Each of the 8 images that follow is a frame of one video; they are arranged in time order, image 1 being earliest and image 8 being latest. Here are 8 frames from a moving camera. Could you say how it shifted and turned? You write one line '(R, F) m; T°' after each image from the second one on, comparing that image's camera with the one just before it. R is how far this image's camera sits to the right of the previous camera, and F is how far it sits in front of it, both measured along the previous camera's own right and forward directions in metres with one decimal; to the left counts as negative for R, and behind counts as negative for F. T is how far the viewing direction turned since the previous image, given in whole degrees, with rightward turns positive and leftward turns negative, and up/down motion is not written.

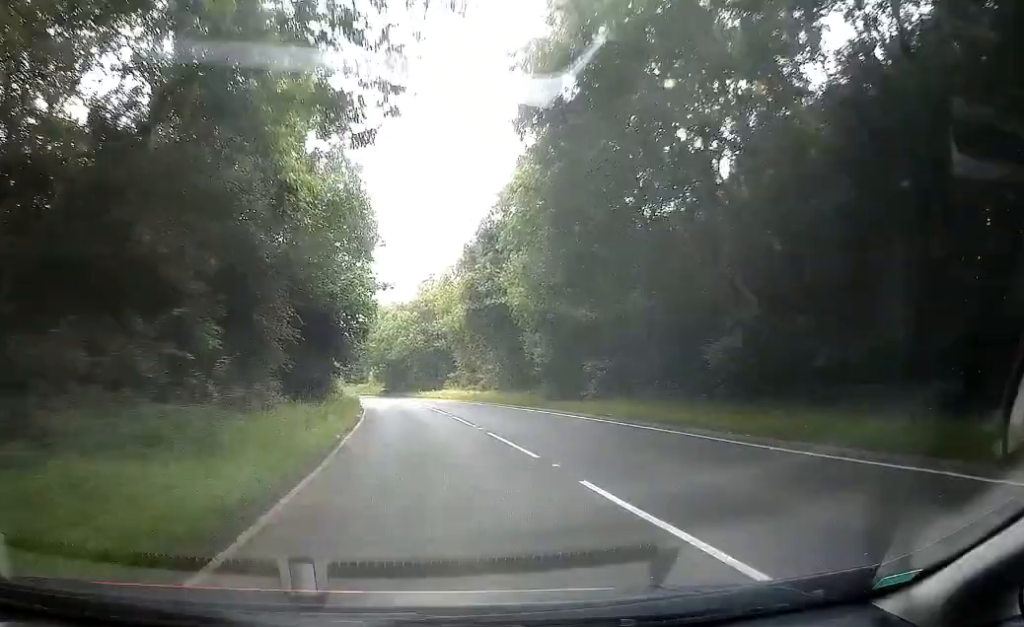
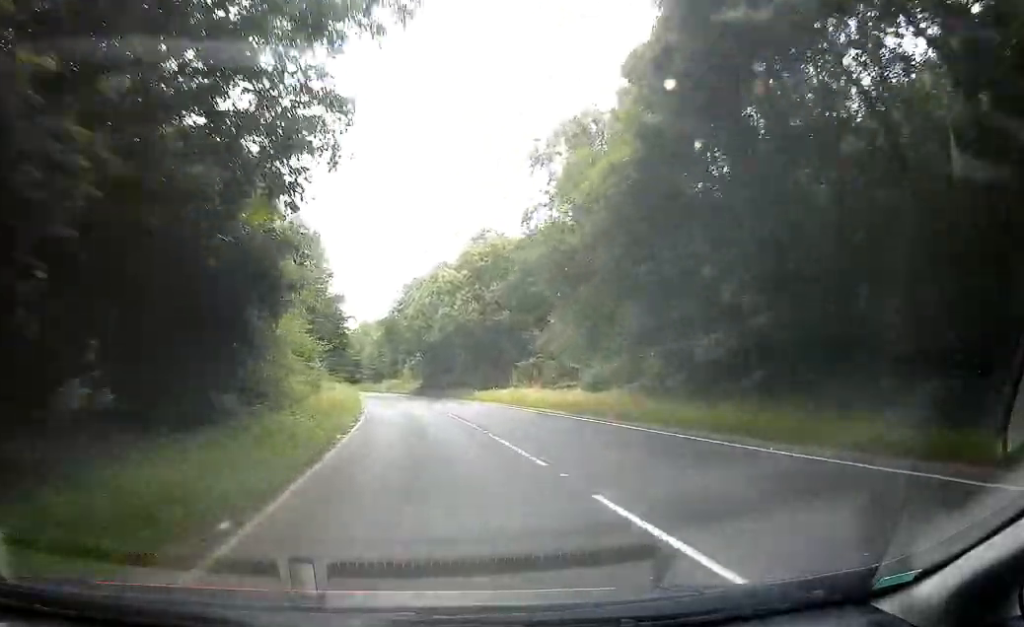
(-0.9, +28.6) m; -3°
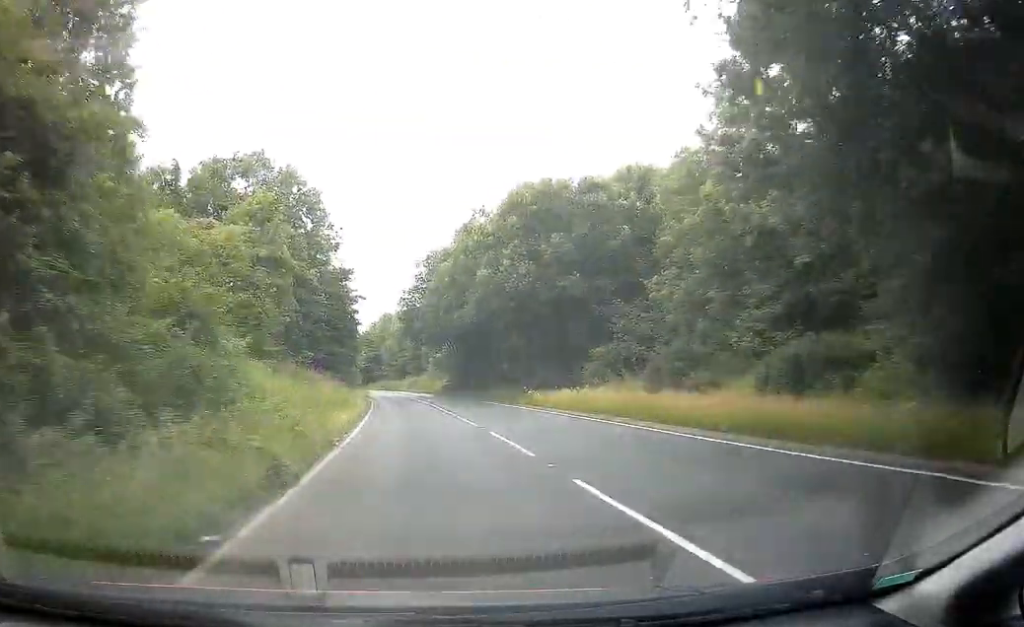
(-0.1, +16.9) m; -1°
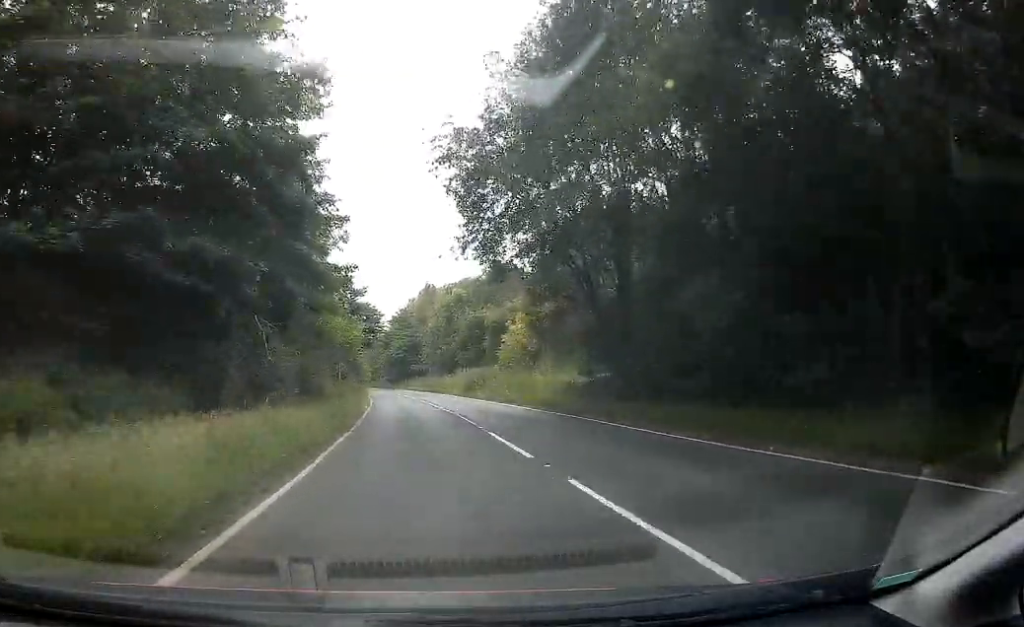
(-1.8, +45.0) m; -4°
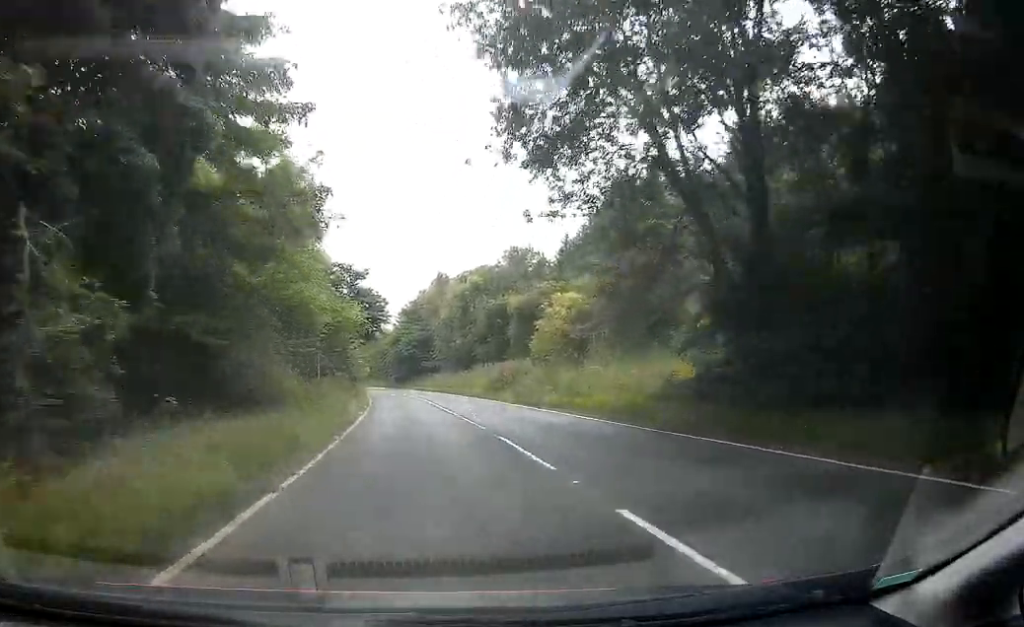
(-0.1, +11.3) m; -1°
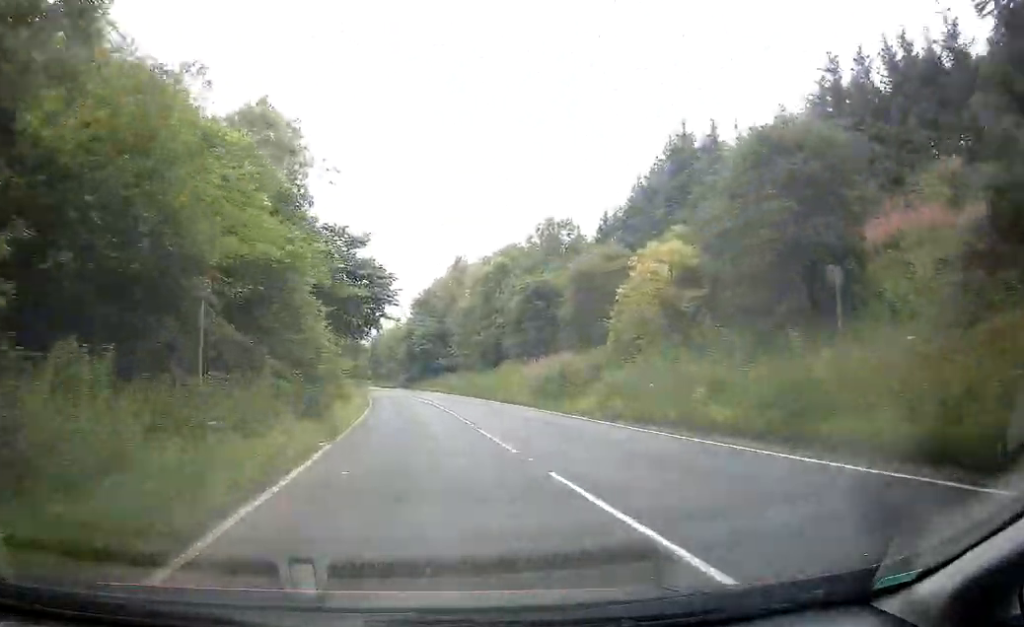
(0.0, +15.3) m; -2°
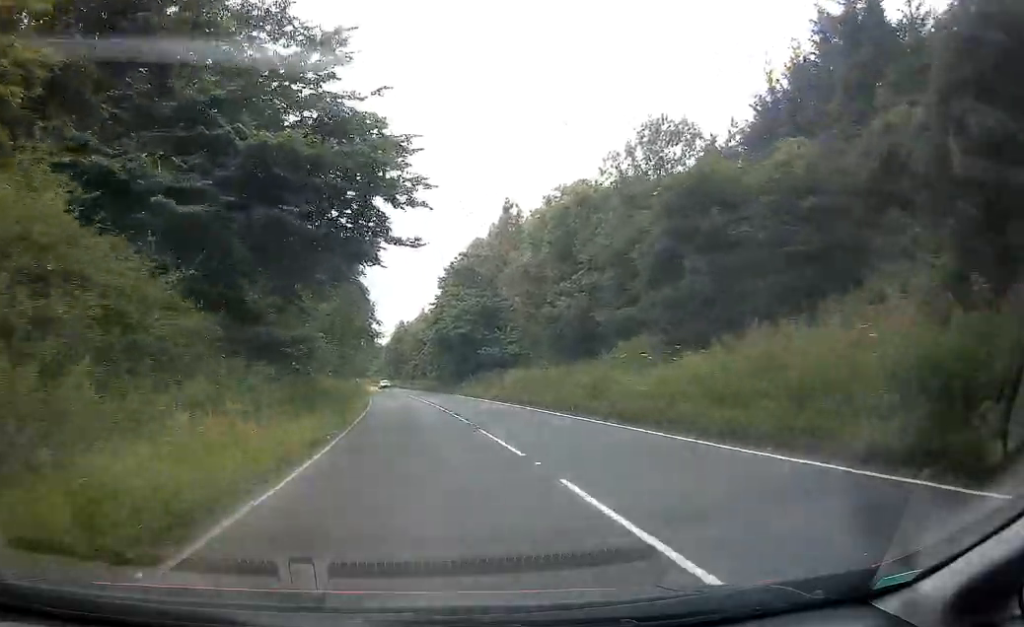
(-0.9, +27.3) m; -3°
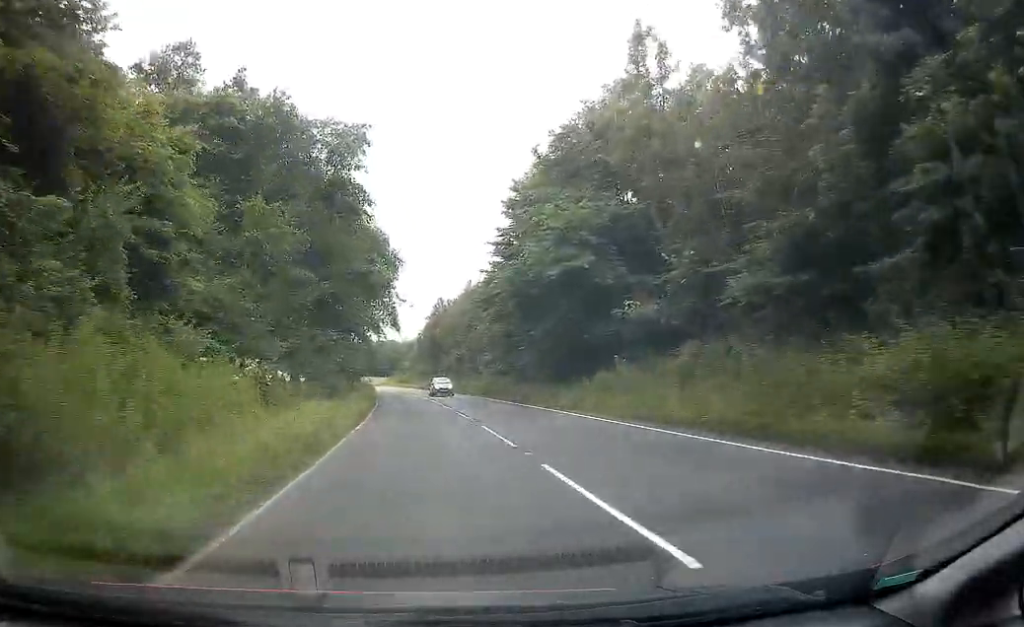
(-3.6, +33.9) m; -7°
